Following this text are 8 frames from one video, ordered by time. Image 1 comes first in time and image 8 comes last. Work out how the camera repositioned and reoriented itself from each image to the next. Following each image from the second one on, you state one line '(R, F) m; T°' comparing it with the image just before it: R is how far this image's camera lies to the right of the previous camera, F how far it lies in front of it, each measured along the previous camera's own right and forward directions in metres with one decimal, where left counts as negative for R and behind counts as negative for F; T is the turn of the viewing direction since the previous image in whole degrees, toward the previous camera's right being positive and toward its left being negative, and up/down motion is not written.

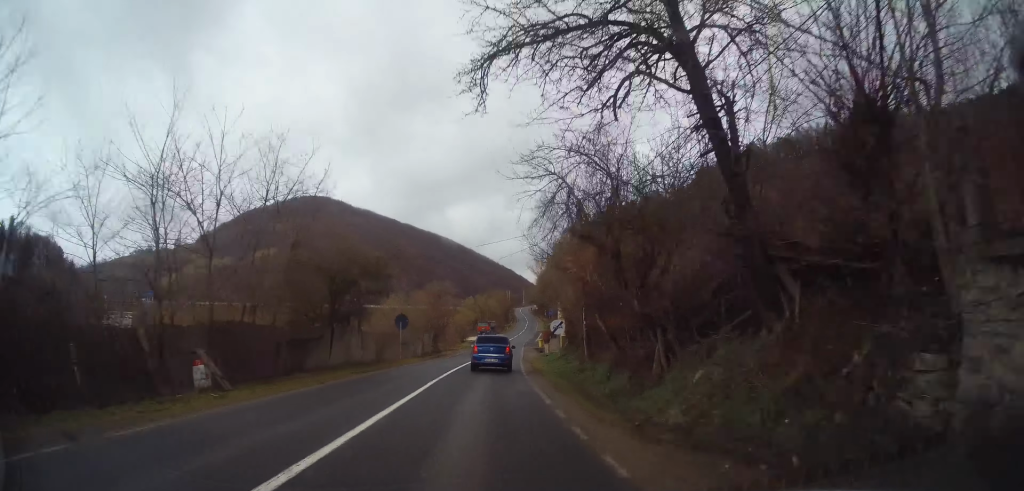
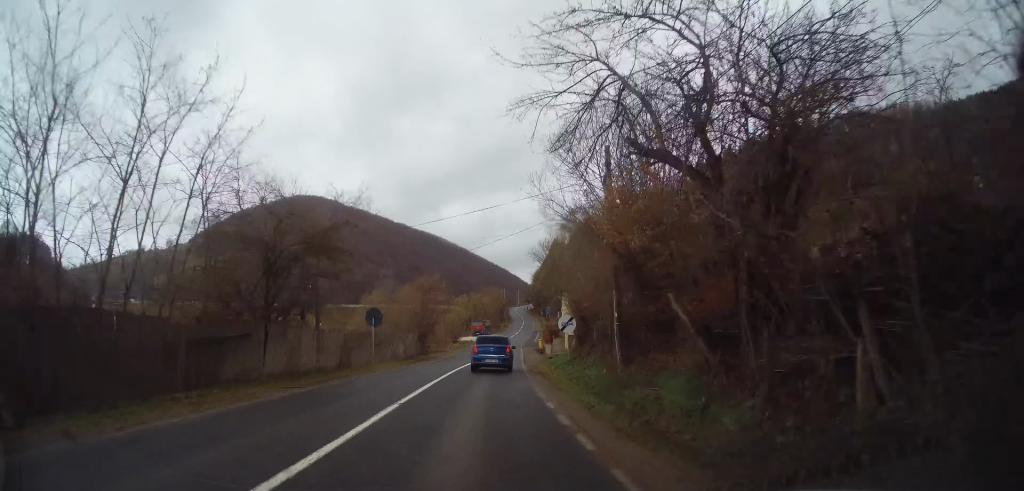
(+0.1, +6.7) m; +1°
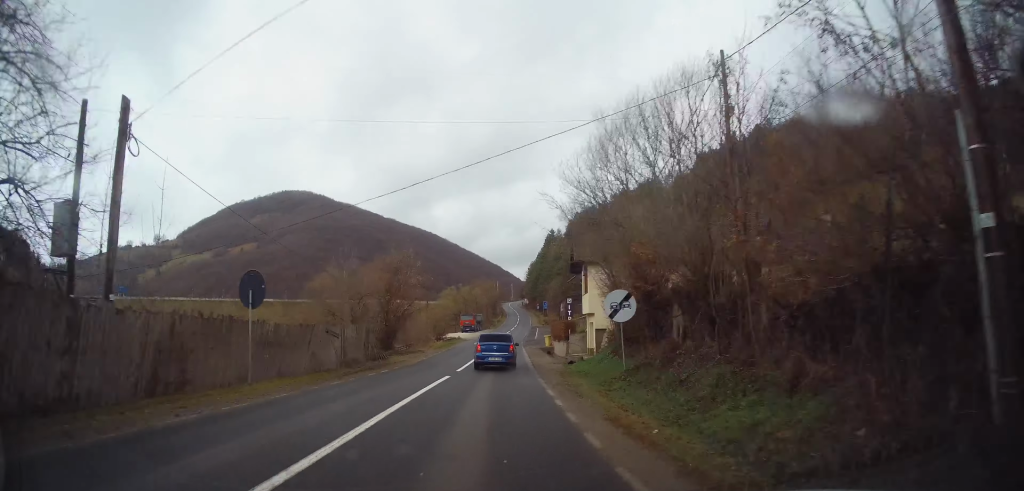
(+0.2, +13.8) m; +2°
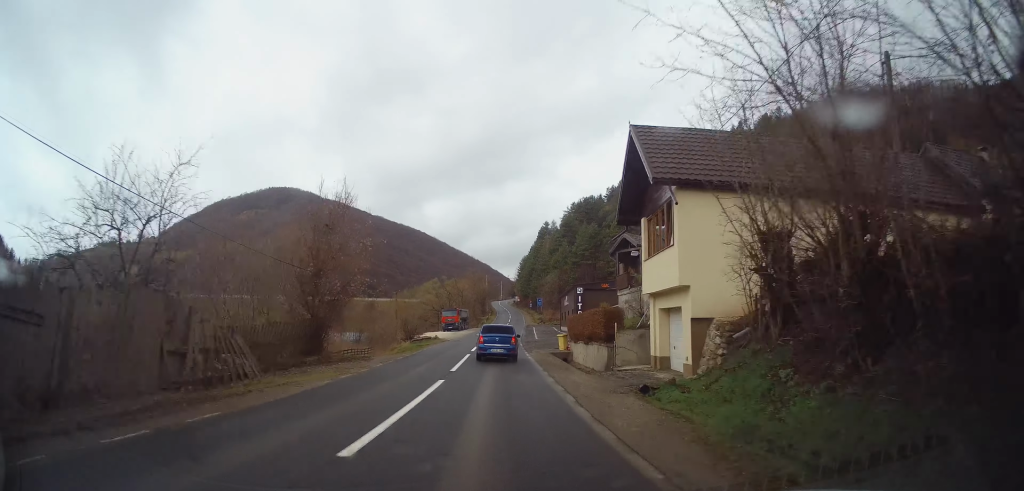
(+0.2, +15.3) m; +1°
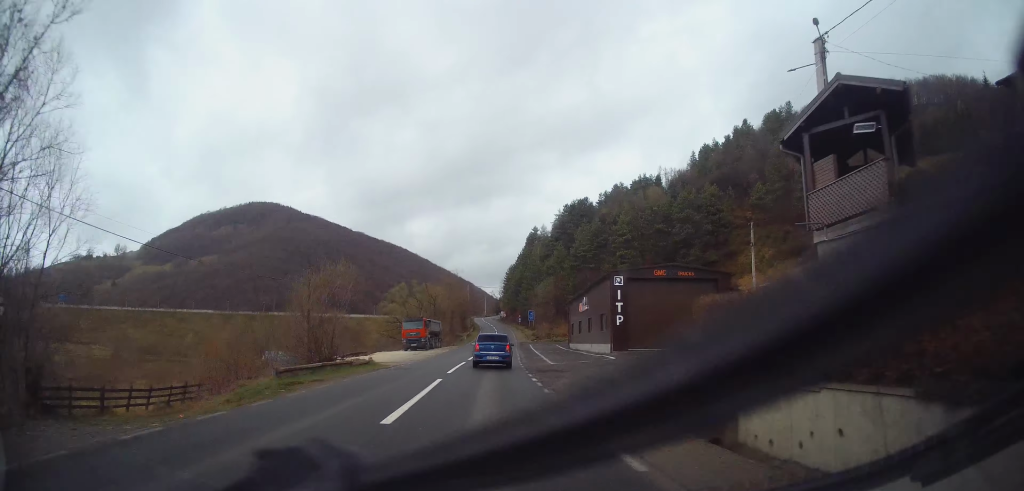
(0.0, +21.5) m; +1°
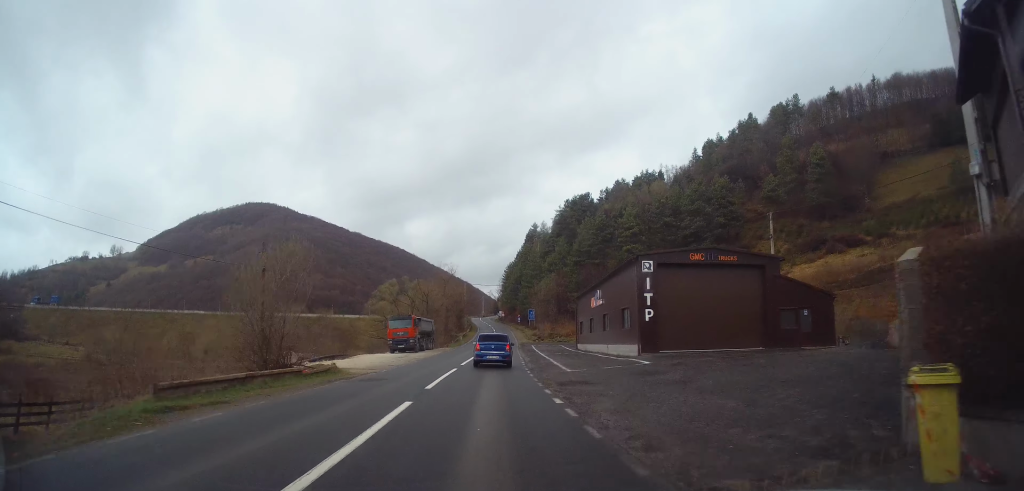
(0.0, +6.2) m; +1°
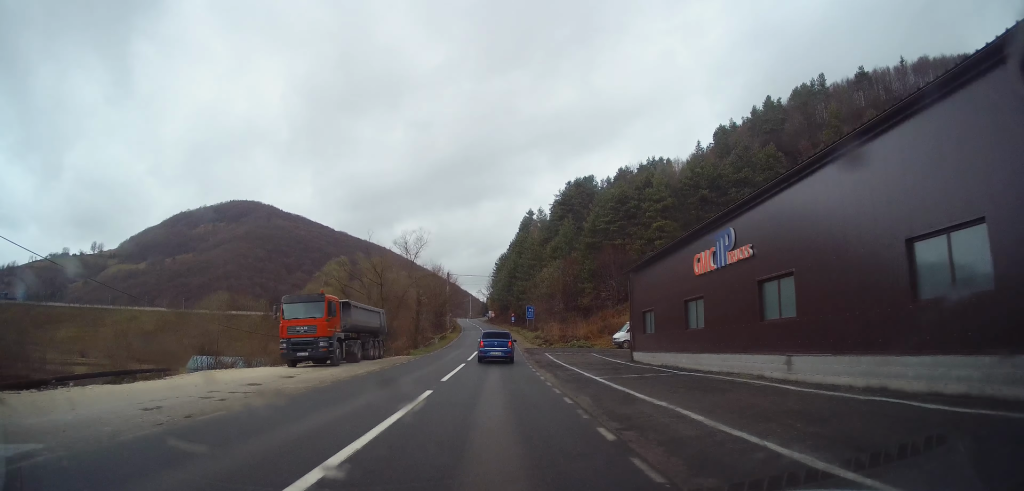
(+0.7, +21.9) m; +3°
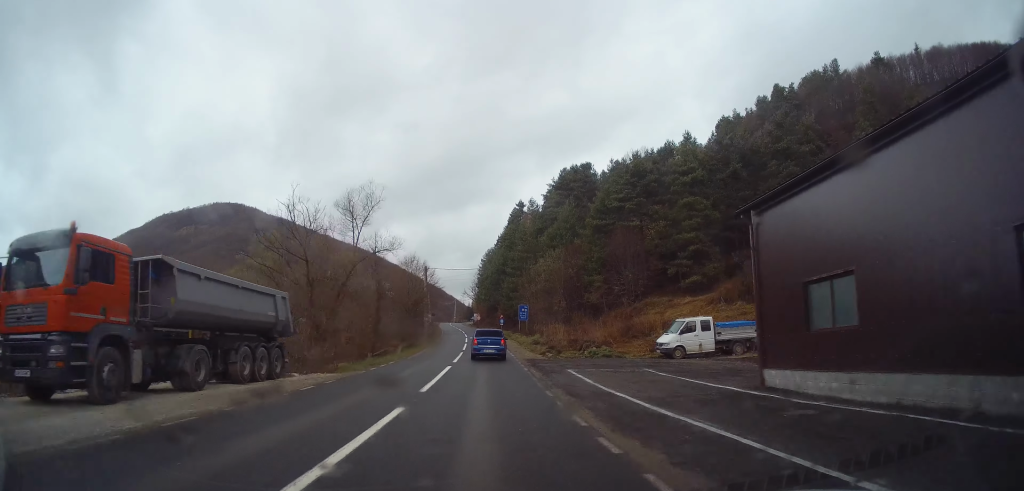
(+0.2, +14.7) m; 0°
